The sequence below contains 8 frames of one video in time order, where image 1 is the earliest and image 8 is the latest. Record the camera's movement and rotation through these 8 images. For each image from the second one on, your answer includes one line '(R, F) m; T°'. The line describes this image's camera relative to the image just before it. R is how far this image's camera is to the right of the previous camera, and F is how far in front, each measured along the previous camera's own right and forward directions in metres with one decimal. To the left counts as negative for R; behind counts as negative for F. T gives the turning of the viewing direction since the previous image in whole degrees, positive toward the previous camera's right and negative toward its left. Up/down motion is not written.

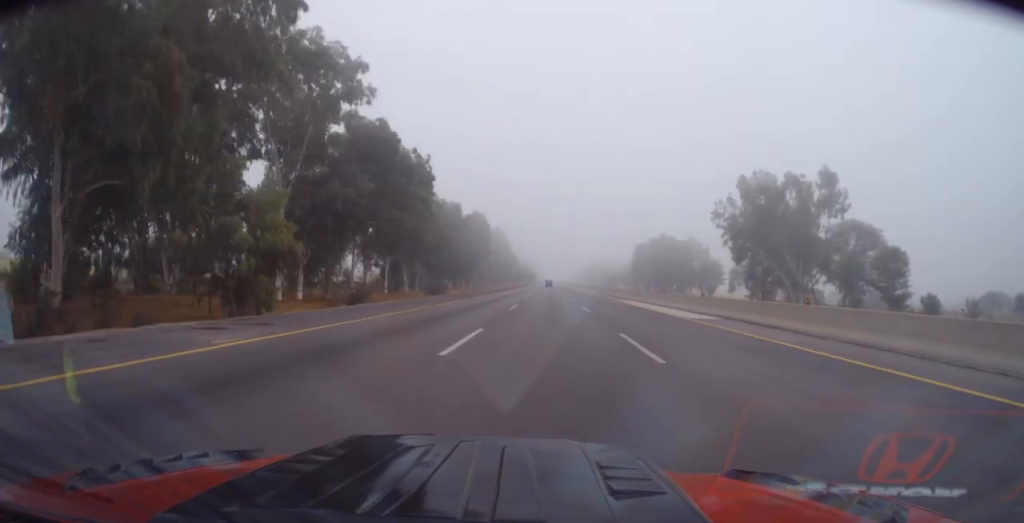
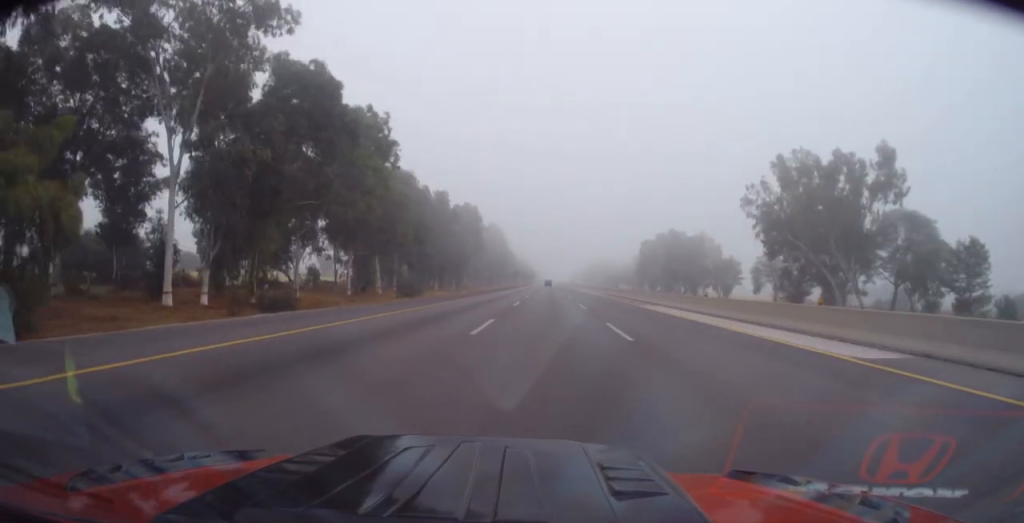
(-0.2, +14.1) m; 0°
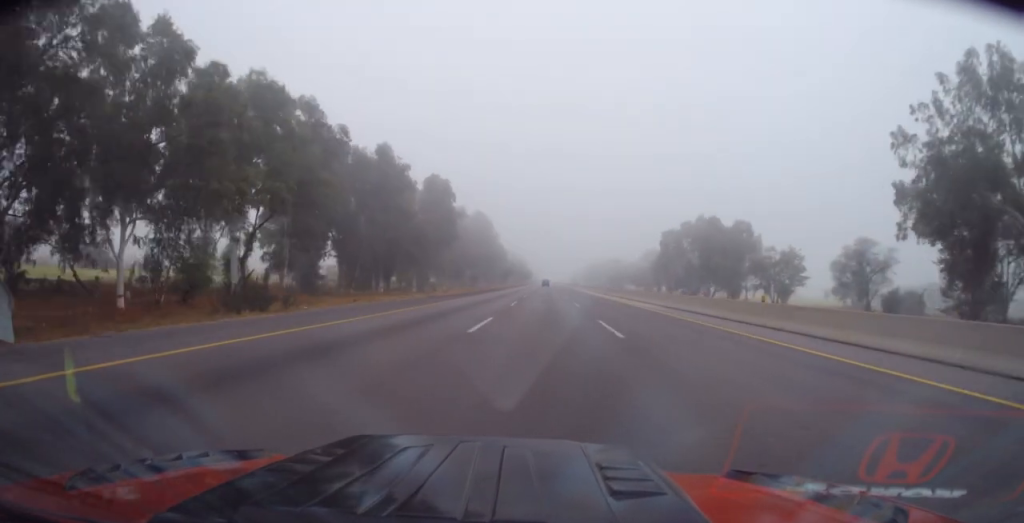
(+0.5, +35.1) m; +1°
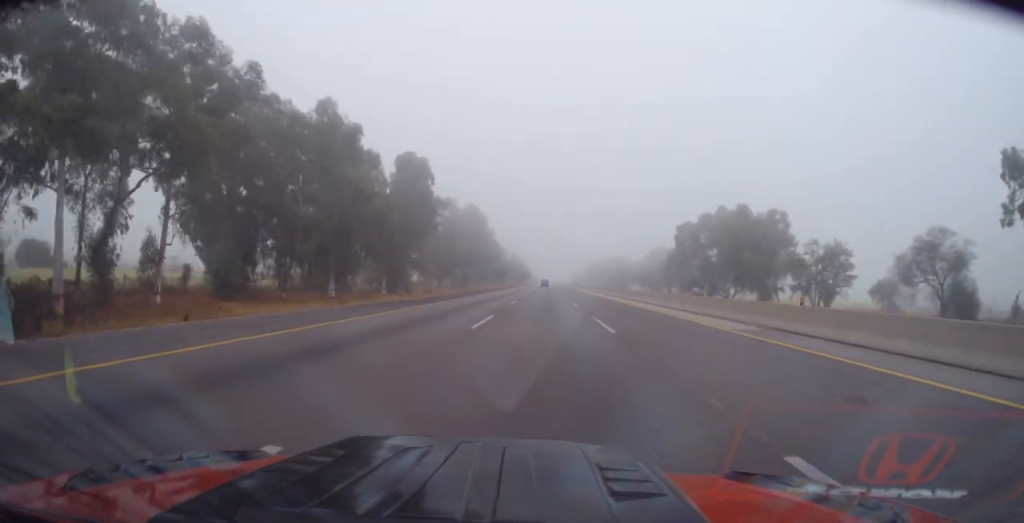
(0.0, +16.8) m; 0°
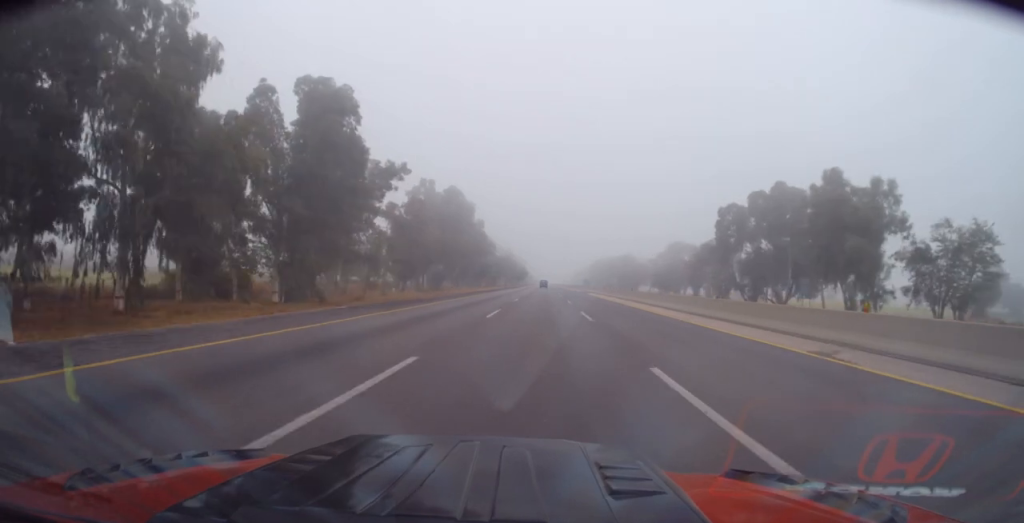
(-0.2, +30.5) m; -1°
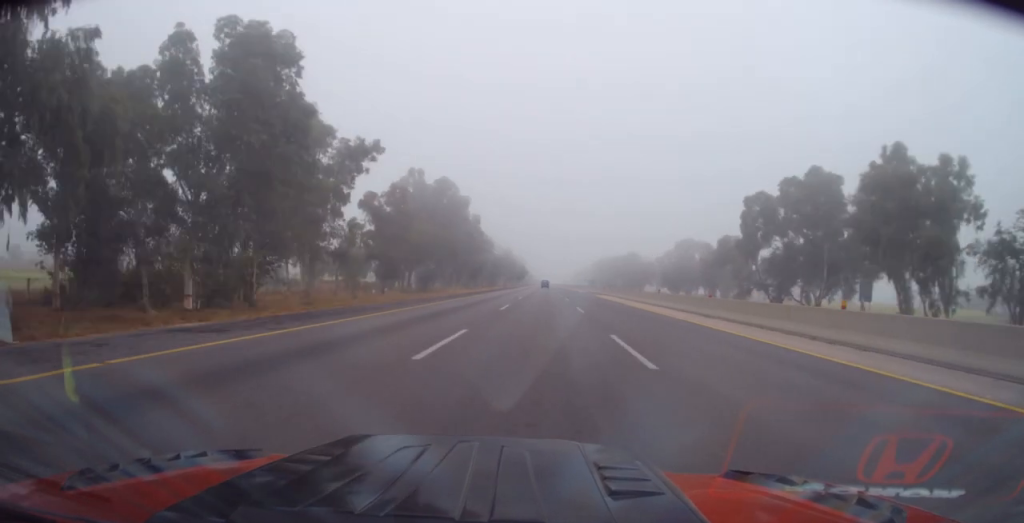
(-0.3, +11.9) m; +1°
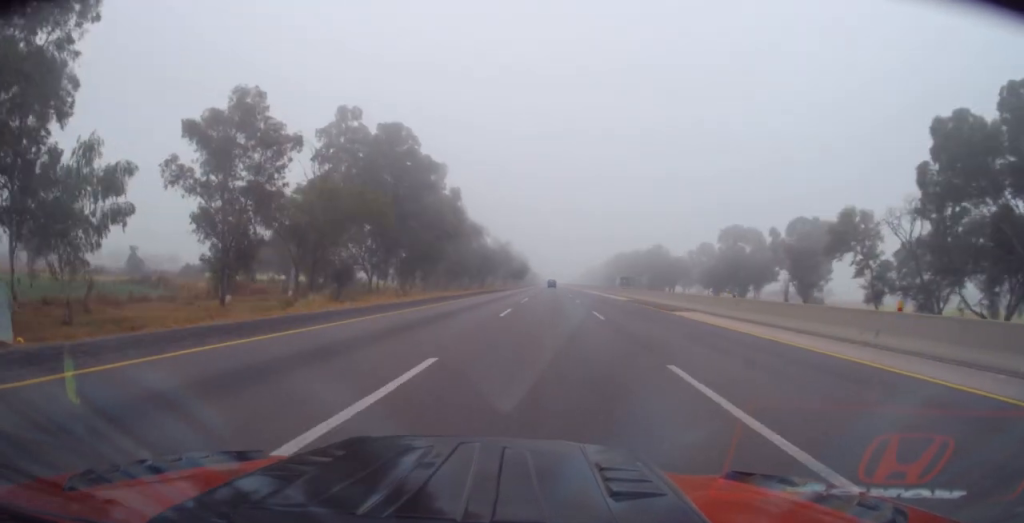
(+0.5, +41.4) m; -1°
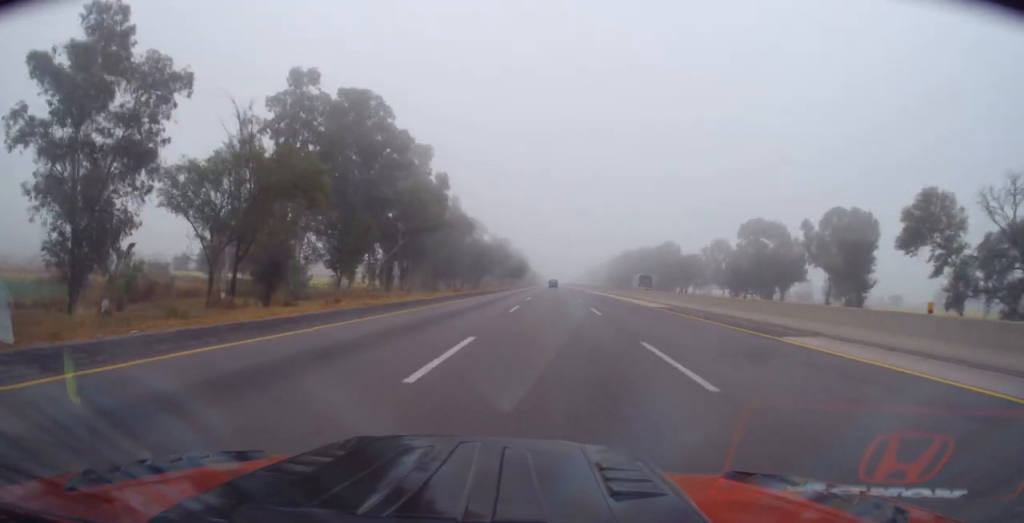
(-0.3, +14.2) m; -1°
